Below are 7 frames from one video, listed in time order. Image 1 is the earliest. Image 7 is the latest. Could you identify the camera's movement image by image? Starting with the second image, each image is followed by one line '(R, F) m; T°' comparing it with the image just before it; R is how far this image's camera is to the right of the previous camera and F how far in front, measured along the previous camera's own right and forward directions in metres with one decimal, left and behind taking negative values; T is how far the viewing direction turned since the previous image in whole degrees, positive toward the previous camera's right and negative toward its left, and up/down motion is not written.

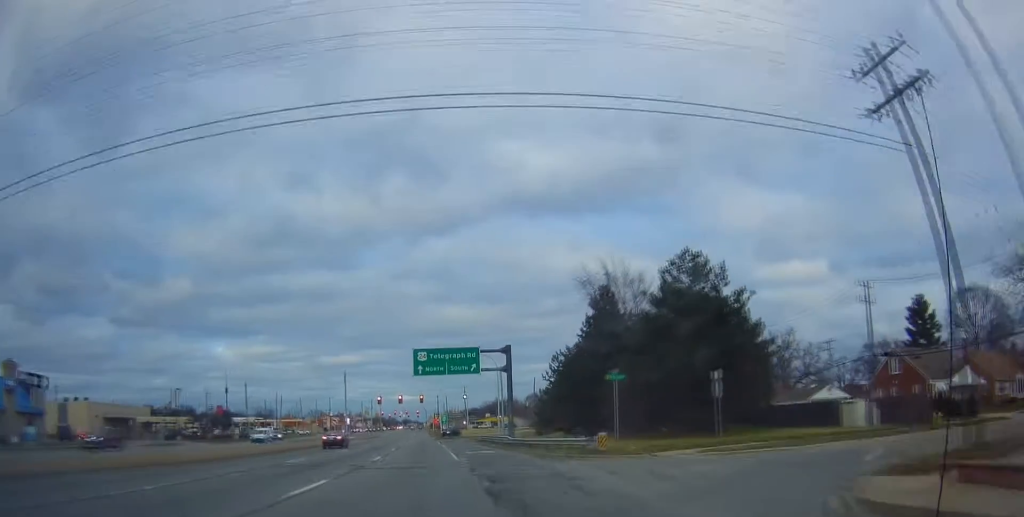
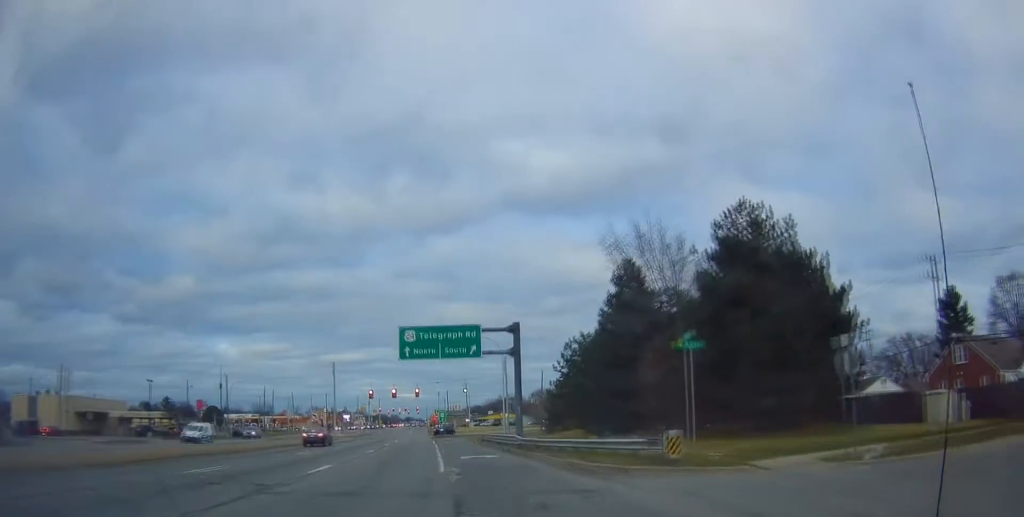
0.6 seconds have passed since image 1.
(+0.1, +10.1) m; +1°
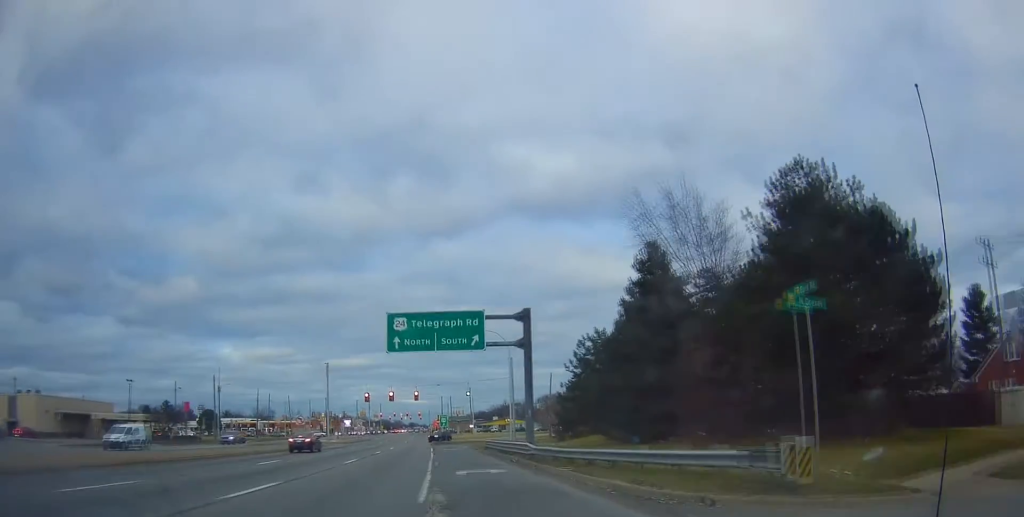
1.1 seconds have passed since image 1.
(+0.1, +6.9) m; +1°
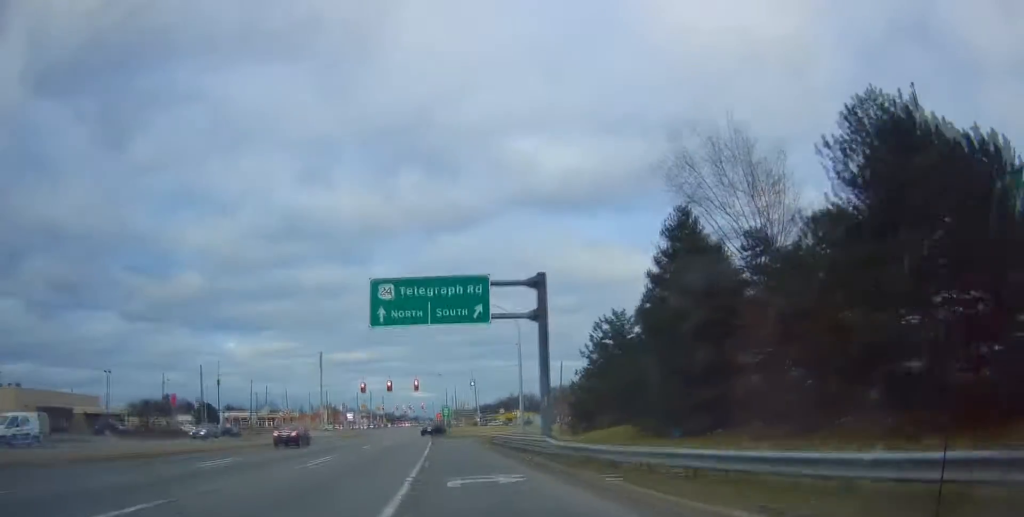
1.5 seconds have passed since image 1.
(+0.1, +6.7) m; +1°
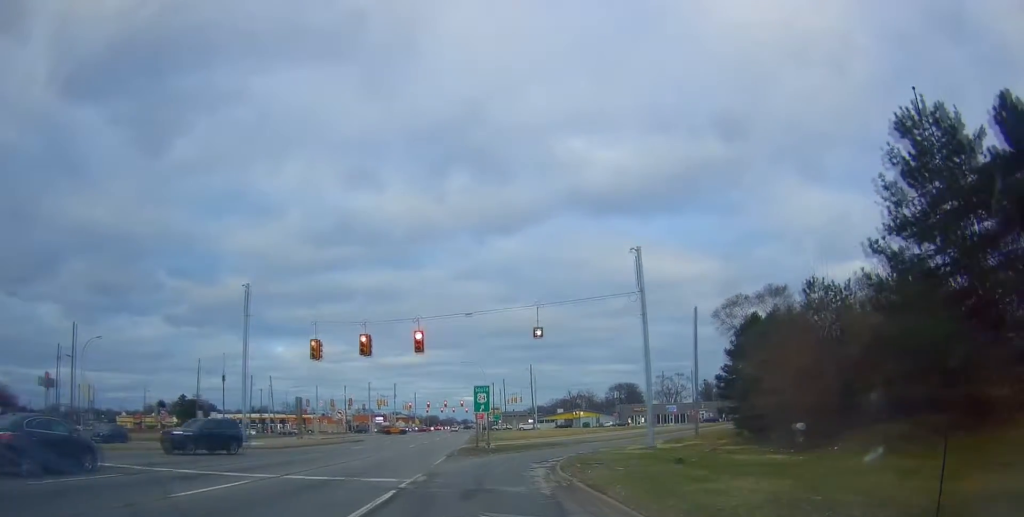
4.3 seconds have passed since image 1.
(+0.2, +40.3) m; -2°
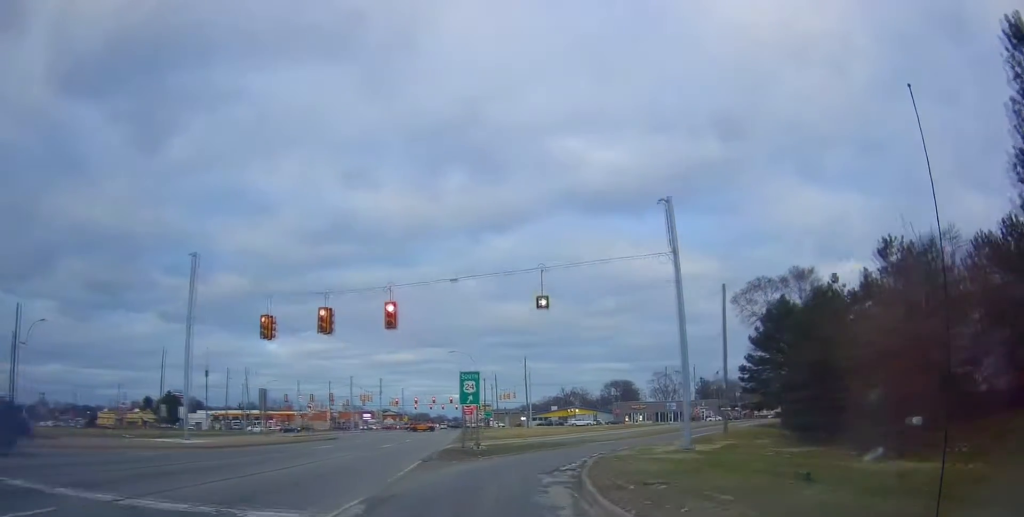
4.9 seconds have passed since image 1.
(-0.3, +7.6) m; 0°
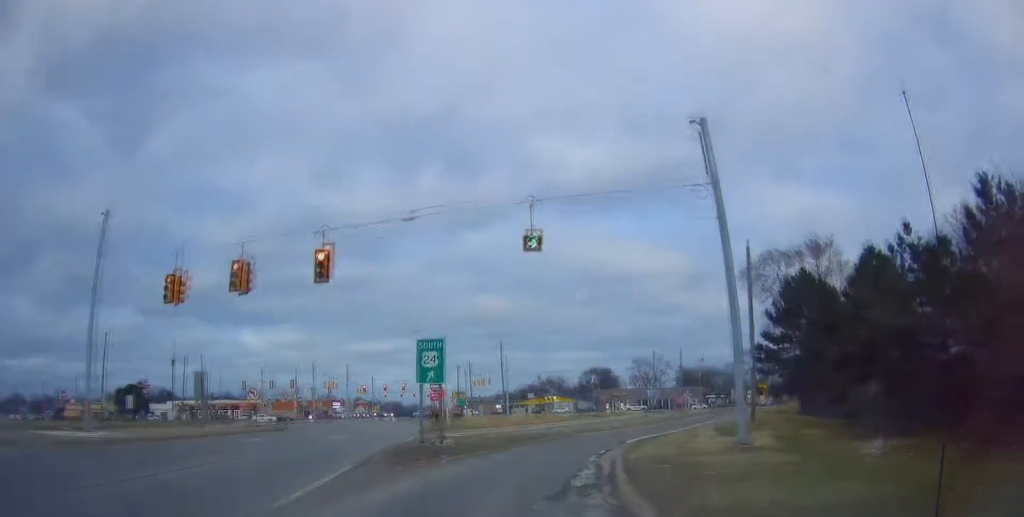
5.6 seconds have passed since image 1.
(+0.1, +8.2) m; +3°
